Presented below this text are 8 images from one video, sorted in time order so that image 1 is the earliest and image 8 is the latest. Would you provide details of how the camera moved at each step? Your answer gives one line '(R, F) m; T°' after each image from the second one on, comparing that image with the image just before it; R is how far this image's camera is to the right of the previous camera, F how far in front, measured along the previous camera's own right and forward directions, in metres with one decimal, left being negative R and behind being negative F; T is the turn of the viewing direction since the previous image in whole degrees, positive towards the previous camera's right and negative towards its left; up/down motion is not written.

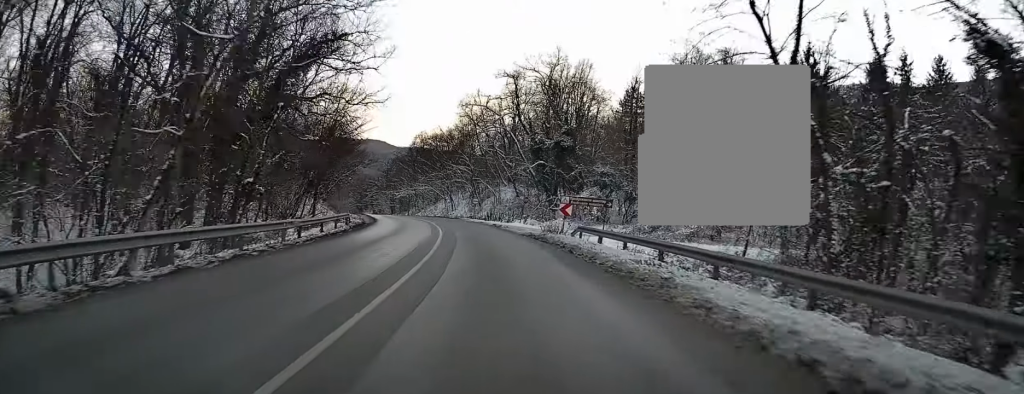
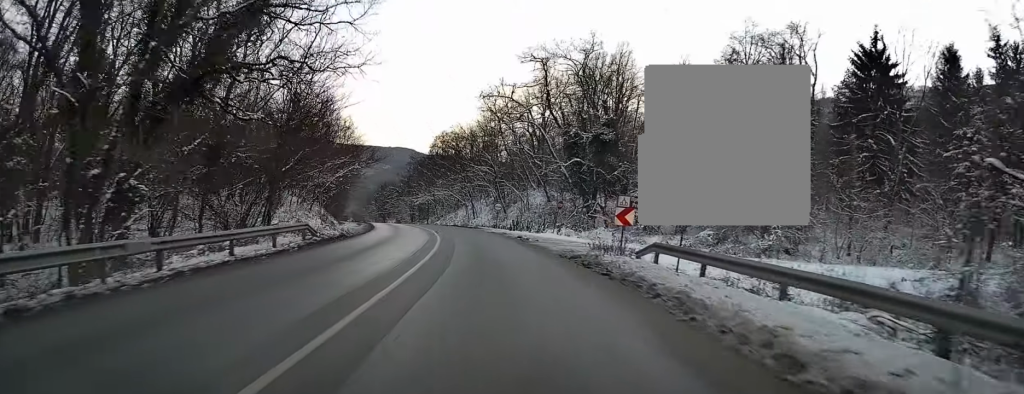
(-0.2, +10.7) m; -2°
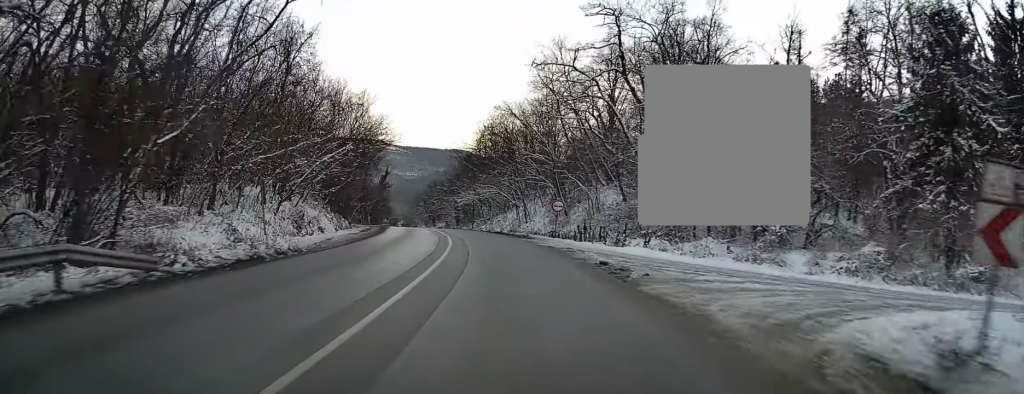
(-0.5, +15.6) m; -4°
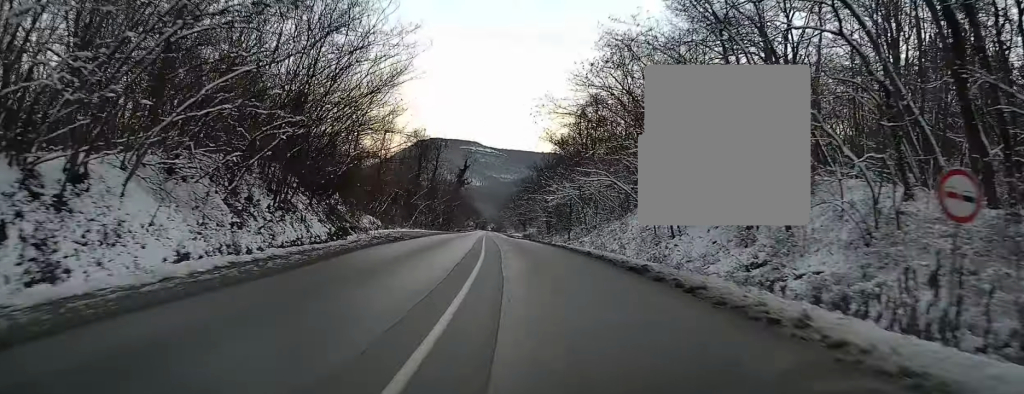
(-1.7, +27.4) m; -6°
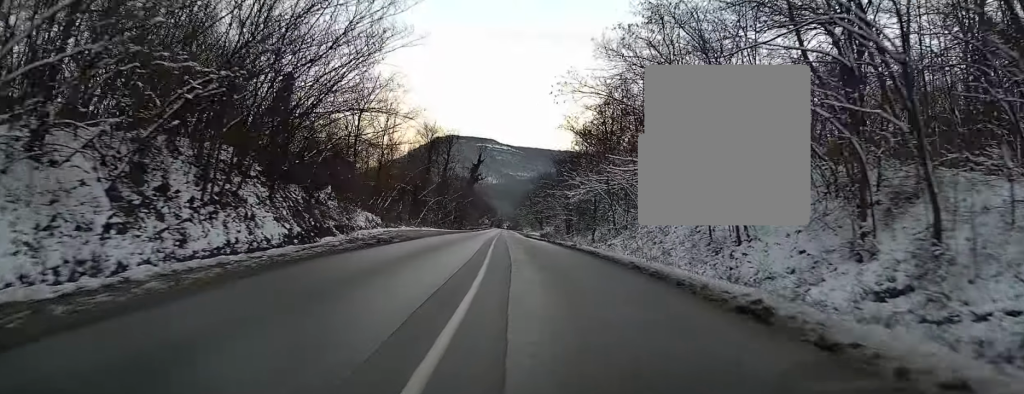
(-0.1, +7.3) m; -1°
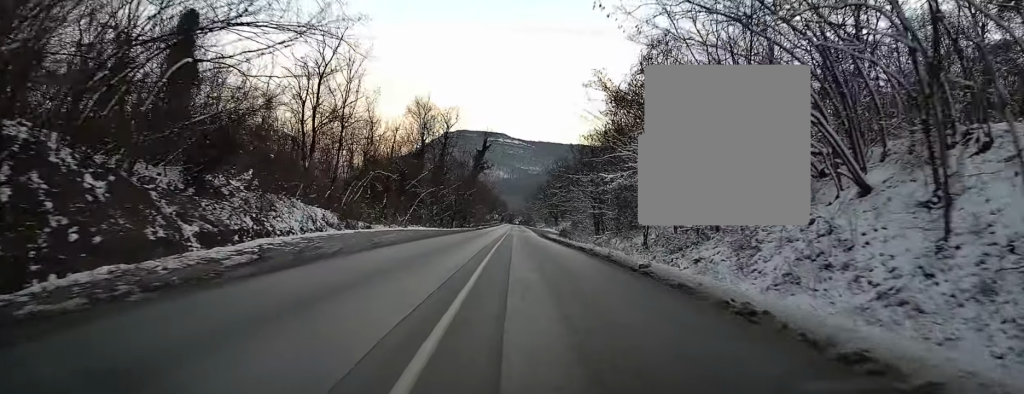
(-0.1, +17.7) m; -2°
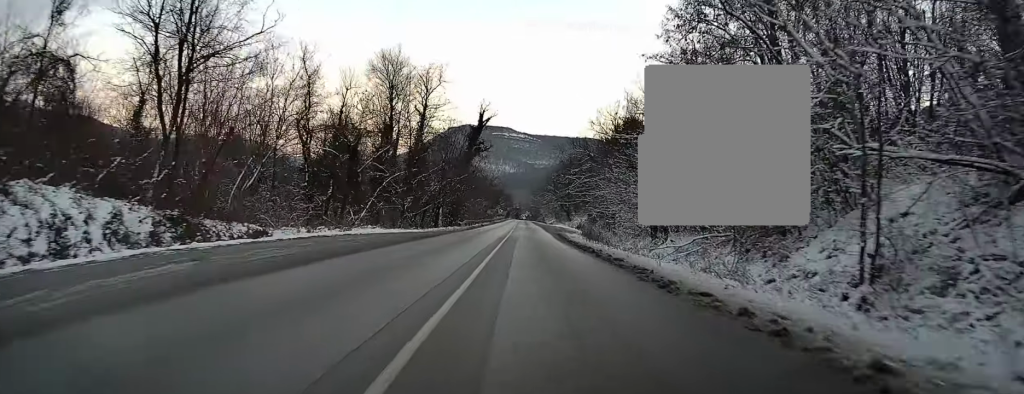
(-0.6, +22.5) m; -1°
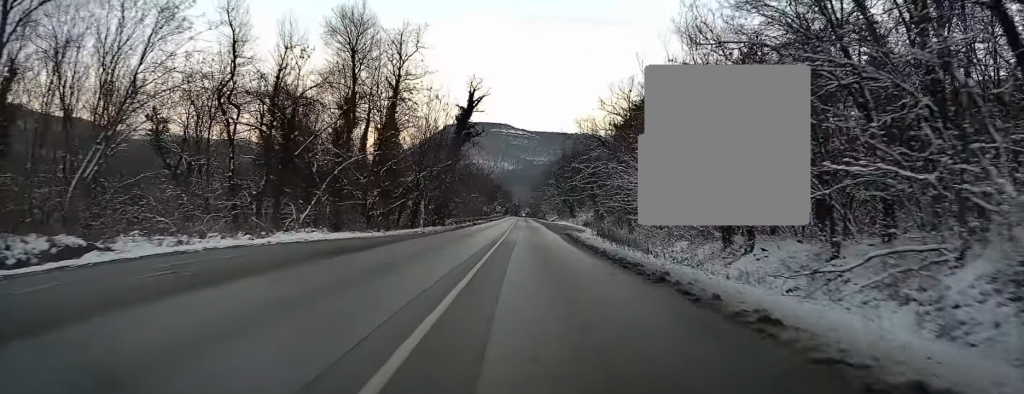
(+0.2, +12.8) m; 0°
